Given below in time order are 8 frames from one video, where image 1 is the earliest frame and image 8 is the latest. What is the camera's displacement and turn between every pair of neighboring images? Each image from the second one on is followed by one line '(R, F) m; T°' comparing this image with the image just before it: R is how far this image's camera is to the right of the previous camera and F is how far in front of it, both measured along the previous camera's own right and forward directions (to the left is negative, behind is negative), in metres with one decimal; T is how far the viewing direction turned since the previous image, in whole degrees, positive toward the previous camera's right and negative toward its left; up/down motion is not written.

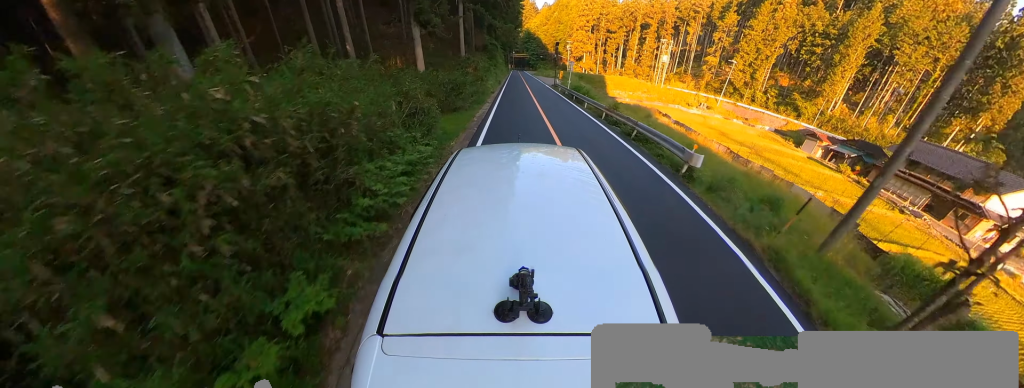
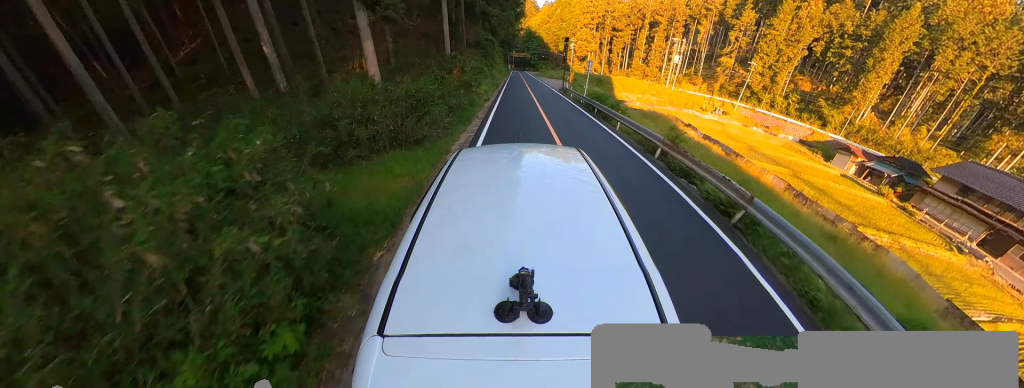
(+0.3, +6.5) m; -2°
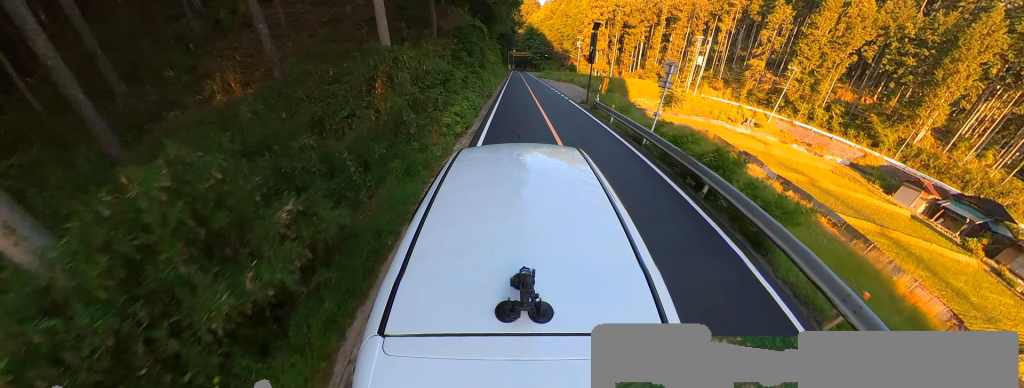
(-0.2, +10.8) m; -2°
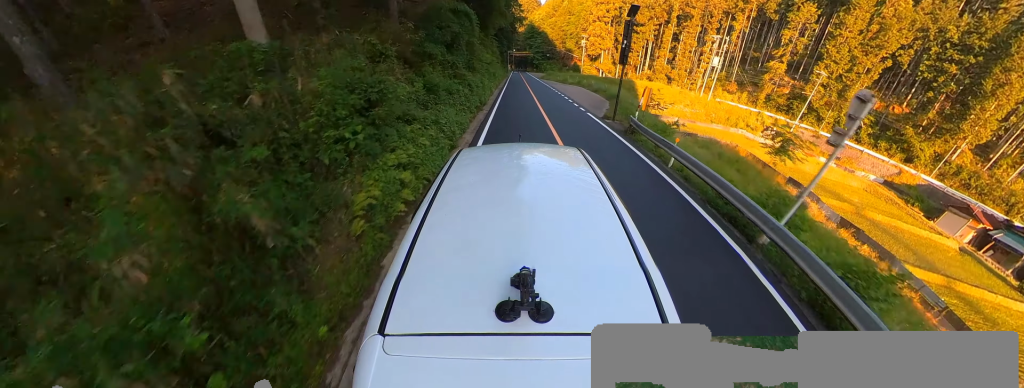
(-0.6, +6.0) m; 0°
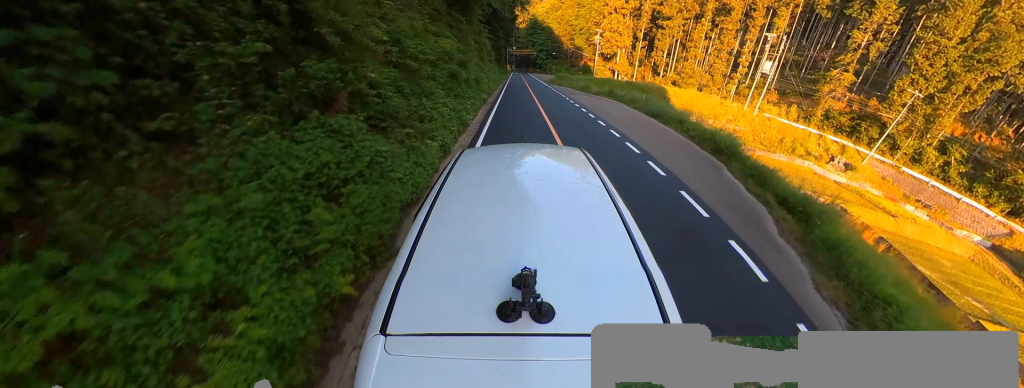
(+0.9, +14.6) m; 0°
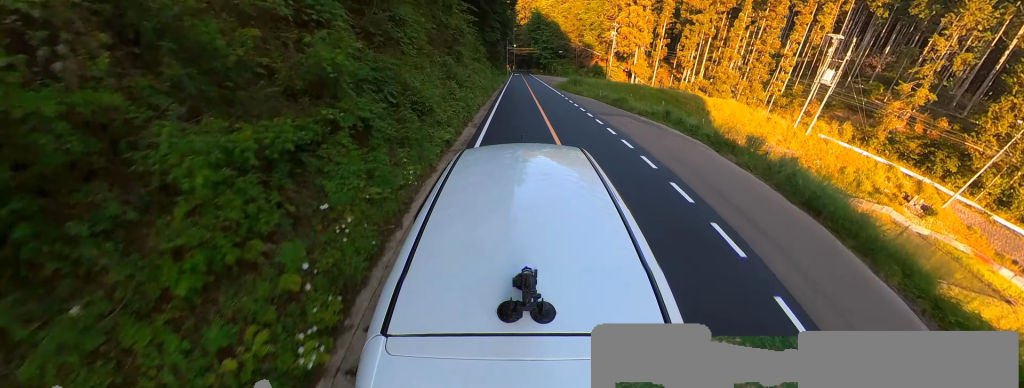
(-1.0, +11.8) m; +3°
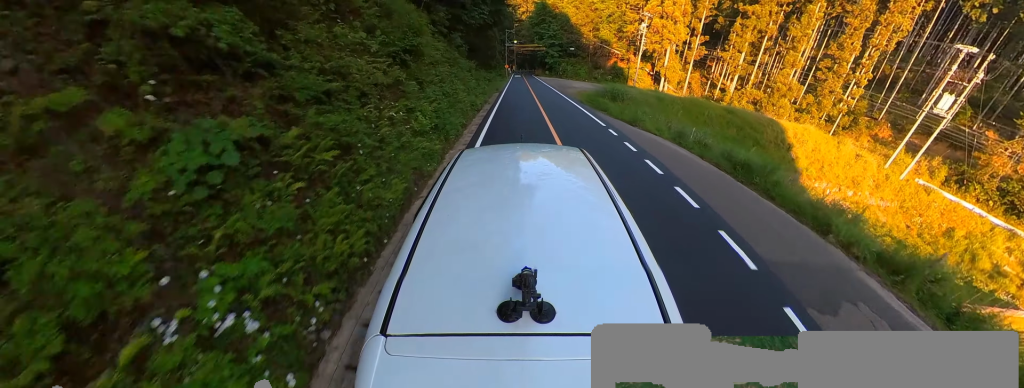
(+1.7, +14.5) m; 0°
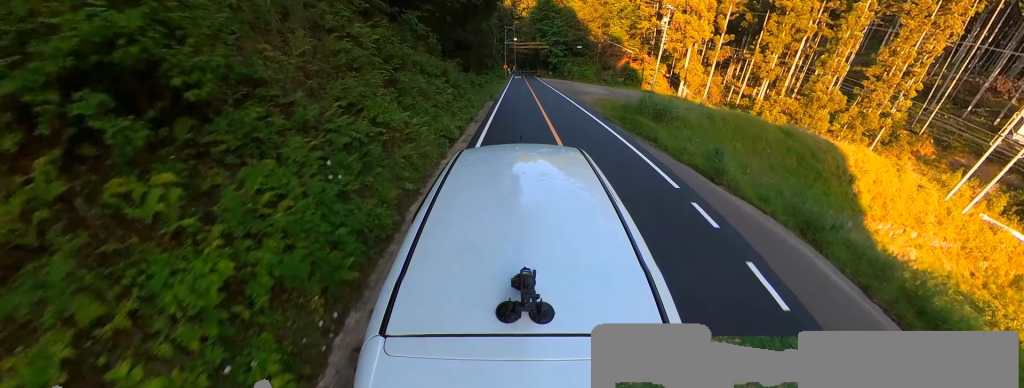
(-0.9, +7.0) m; -2°
